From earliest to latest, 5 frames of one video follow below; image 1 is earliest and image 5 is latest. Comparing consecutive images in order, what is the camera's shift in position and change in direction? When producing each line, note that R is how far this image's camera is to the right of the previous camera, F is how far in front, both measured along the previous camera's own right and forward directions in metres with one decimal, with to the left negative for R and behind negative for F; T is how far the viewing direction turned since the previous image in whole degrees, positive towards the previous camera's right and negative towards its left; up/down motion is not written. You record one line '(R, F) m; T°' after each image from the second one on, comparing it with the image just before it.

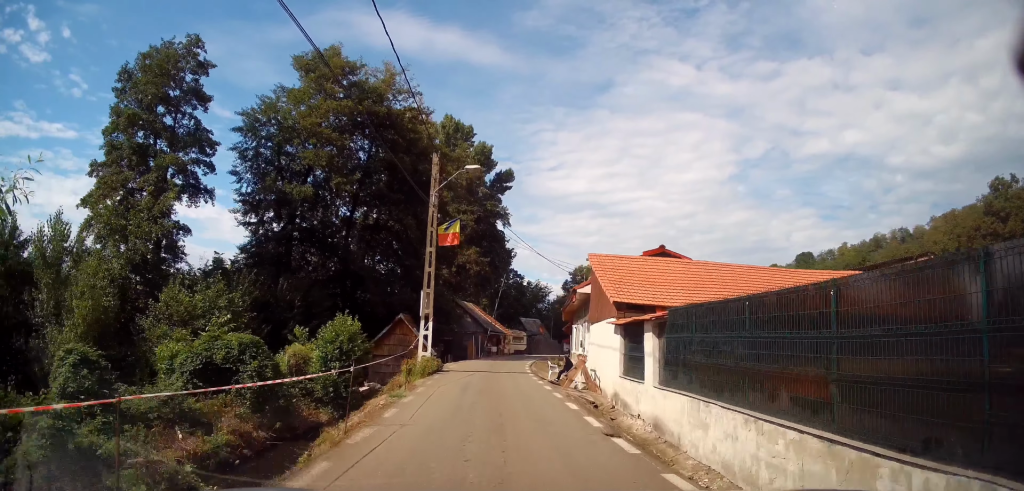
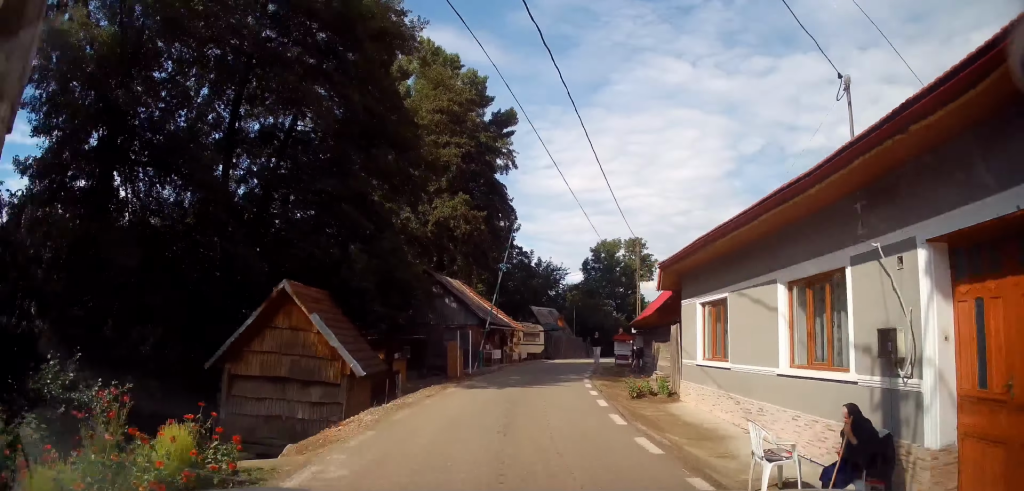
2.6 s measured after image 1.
(+0.5, +17.5) m; +3°
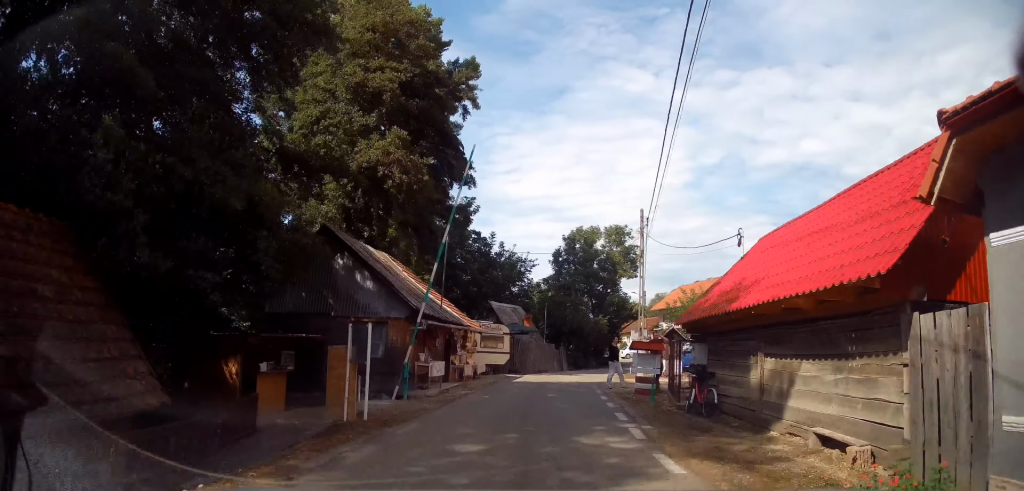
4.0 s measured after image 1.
(+0.1, +10.6) m; +2°
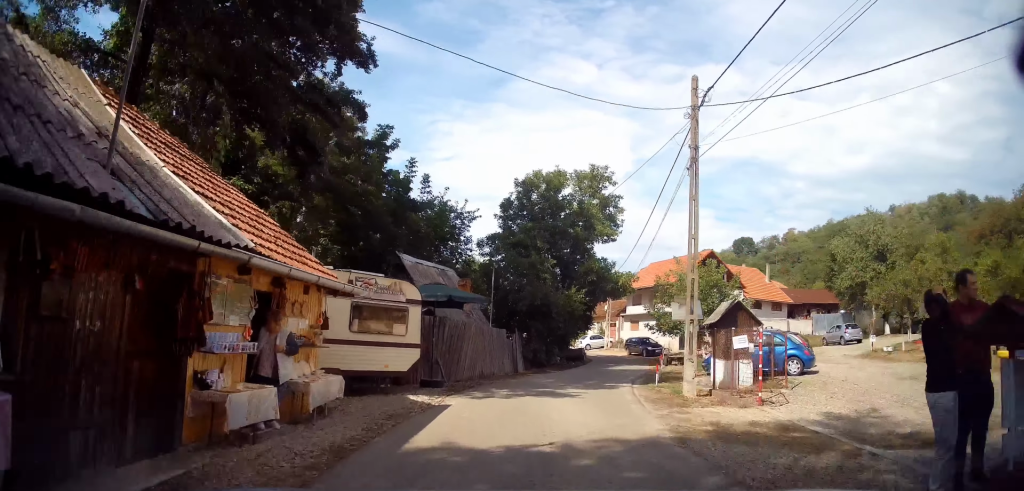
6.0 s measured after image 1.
(+1.2, +14.3) m; +11°
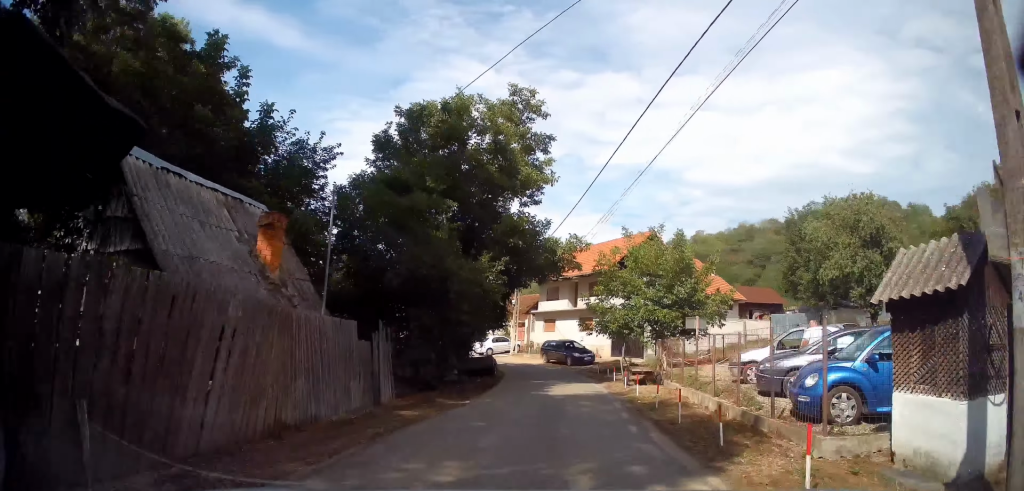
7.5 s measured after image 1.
(+0.8, +11.6) m; +7°
